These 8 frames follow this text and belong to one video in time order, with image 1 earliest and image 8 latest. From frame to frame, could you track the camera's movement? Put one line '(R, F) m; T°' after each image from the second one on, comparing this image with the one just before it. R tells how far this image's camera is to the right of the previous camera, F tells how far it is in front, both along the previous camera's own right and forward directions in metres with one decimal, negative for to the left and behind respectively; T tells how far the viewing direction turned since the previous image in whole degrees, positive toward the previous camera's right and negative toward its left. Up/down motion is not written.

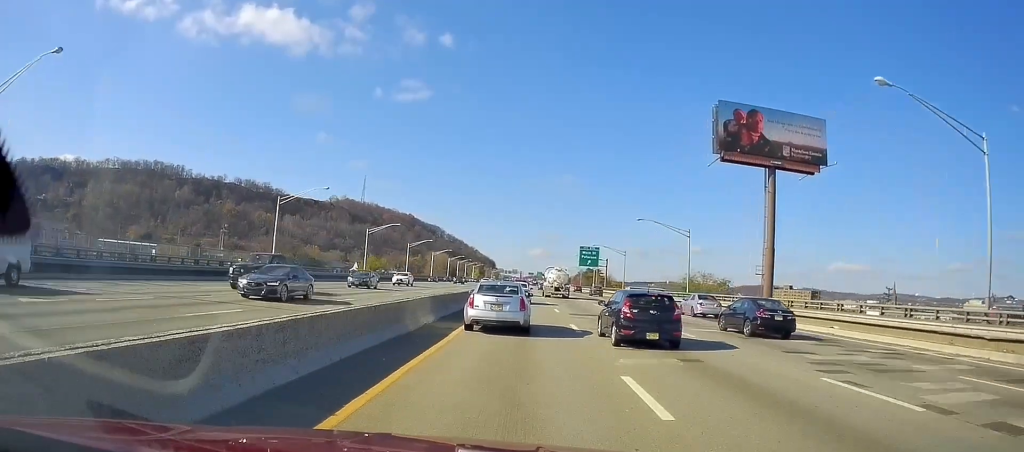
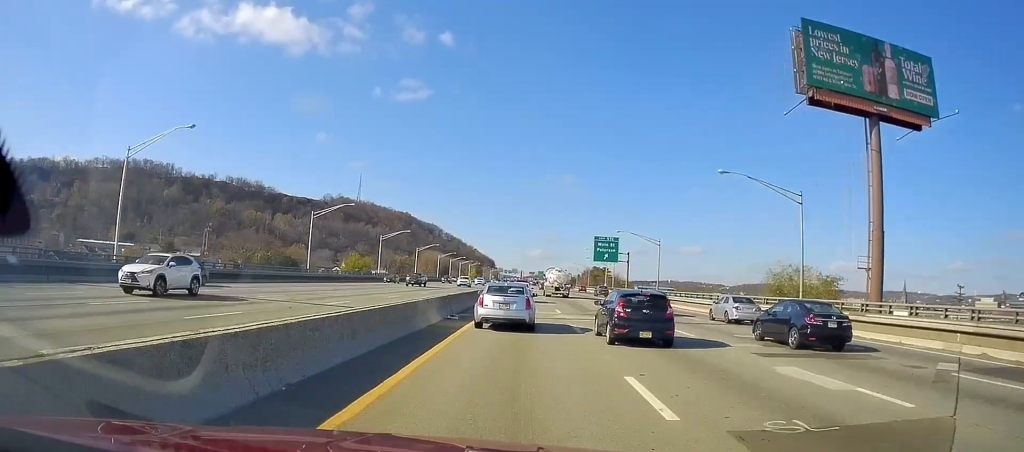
(+0.3, +23.5) m; +2°
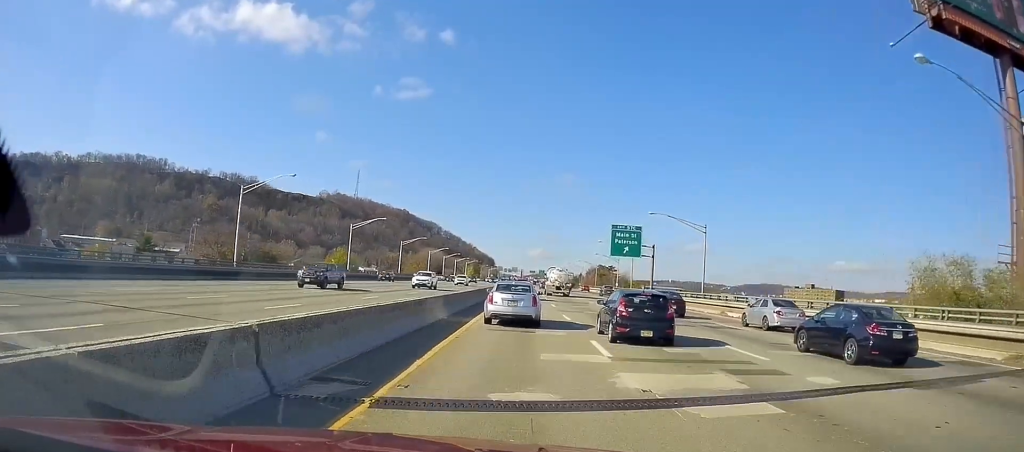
(+0.3, +17.6) m; 0°
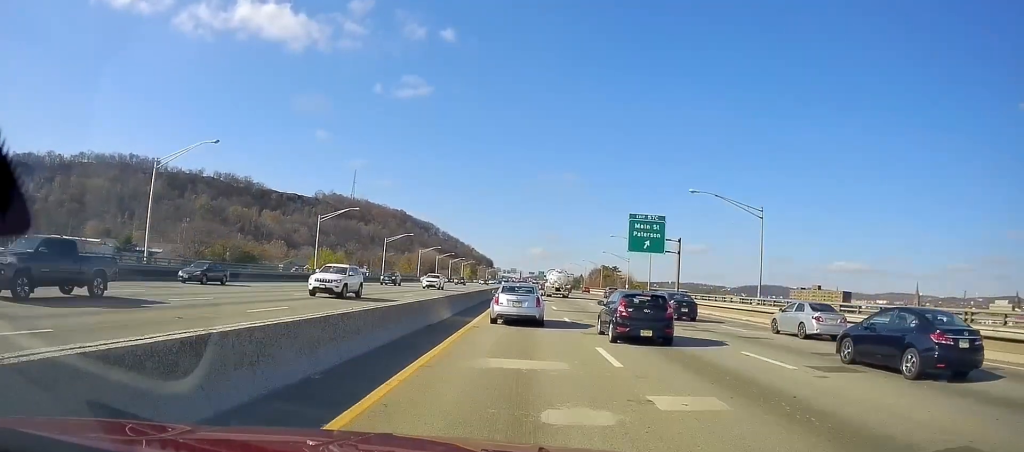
(+0.4, +12.9) m; -1°
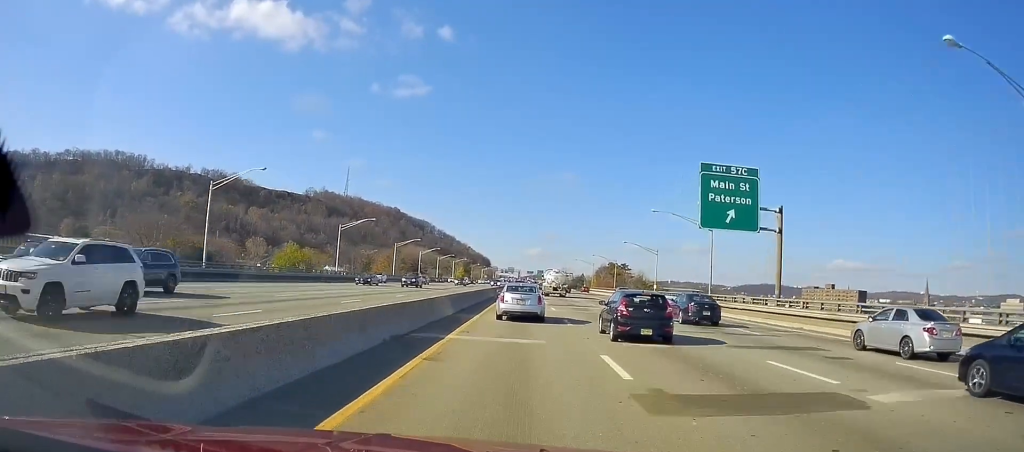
(-1.2, +25.5) m; 0°
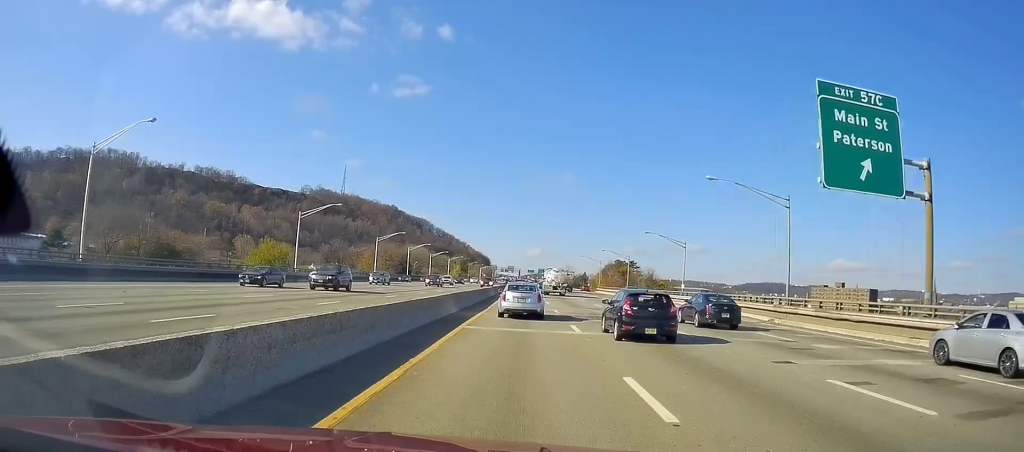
(+0.6, +15.0) m; +1°
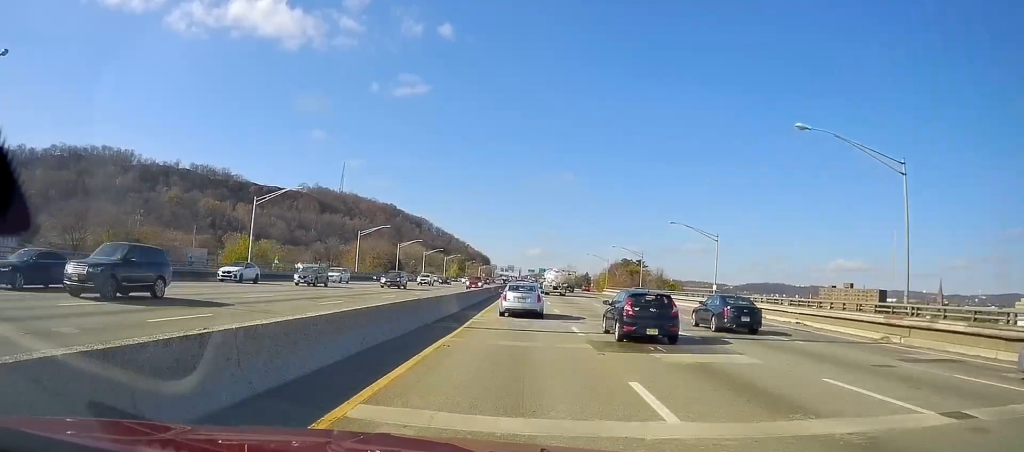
(+0.3, +11.7) m; 0°
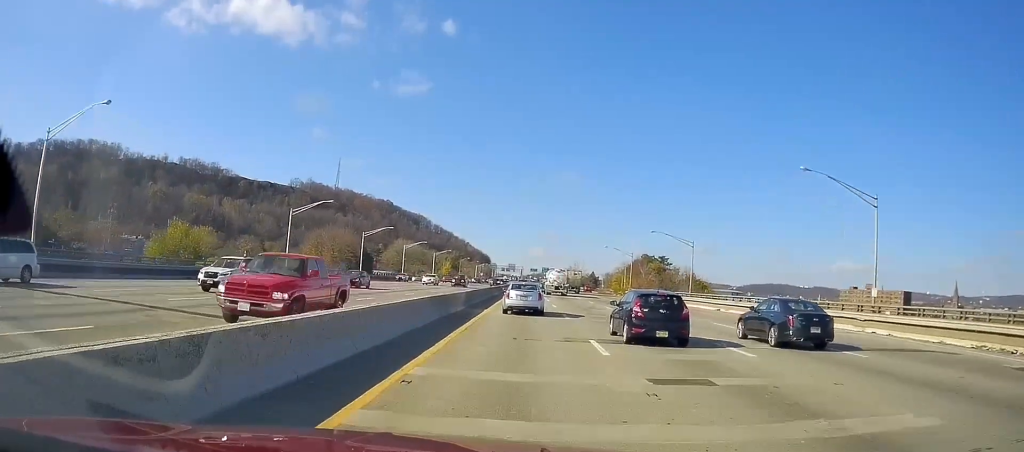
(-0.5, +28.3) m; -1°
